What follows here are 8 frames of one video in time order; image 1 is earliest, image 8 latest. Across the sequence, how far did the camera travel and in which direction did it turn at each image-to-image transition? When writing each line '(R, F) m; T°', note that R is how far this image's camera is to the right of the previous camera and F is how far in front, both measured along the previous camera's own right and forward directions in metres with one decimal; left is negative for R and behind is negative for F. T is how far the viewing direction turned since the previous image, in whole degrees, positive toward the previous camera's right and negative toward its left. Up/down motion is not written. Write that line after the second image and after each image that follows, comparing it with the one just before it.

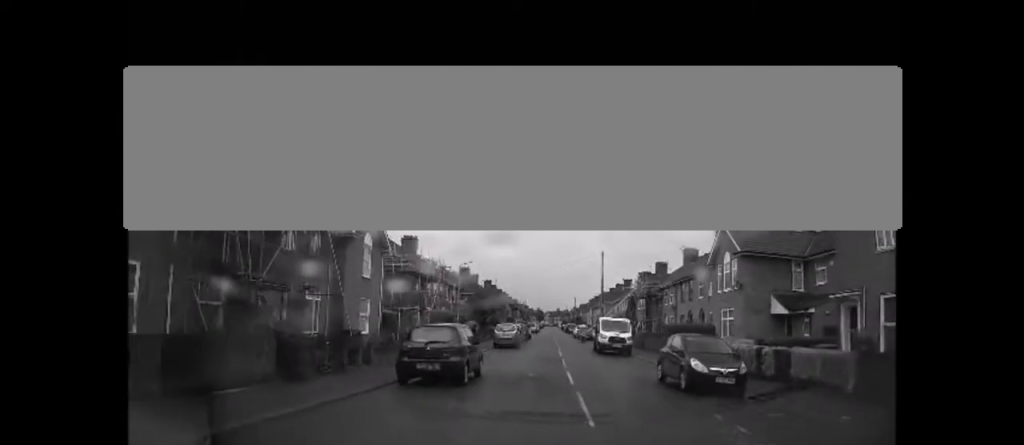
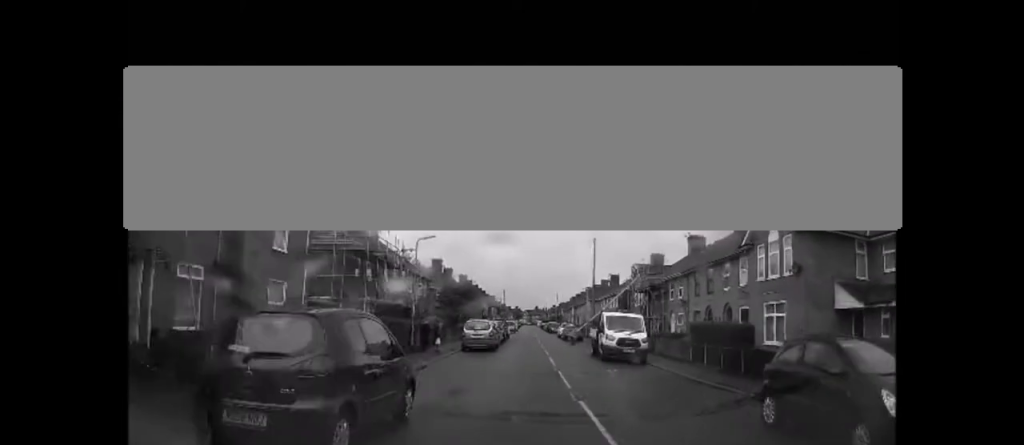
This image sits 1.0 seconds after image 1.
(+0.3, +7.7) m; +3°
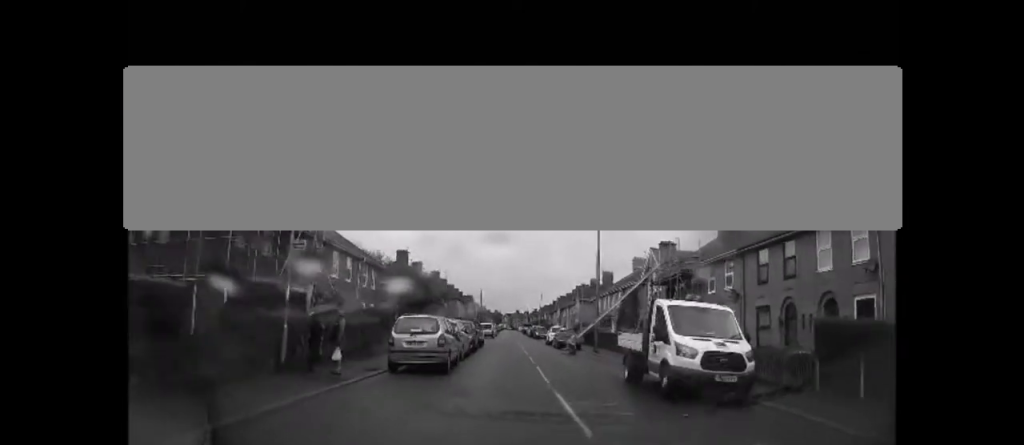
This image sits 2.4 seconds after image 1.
(+0.5, +11.4) m; +1°
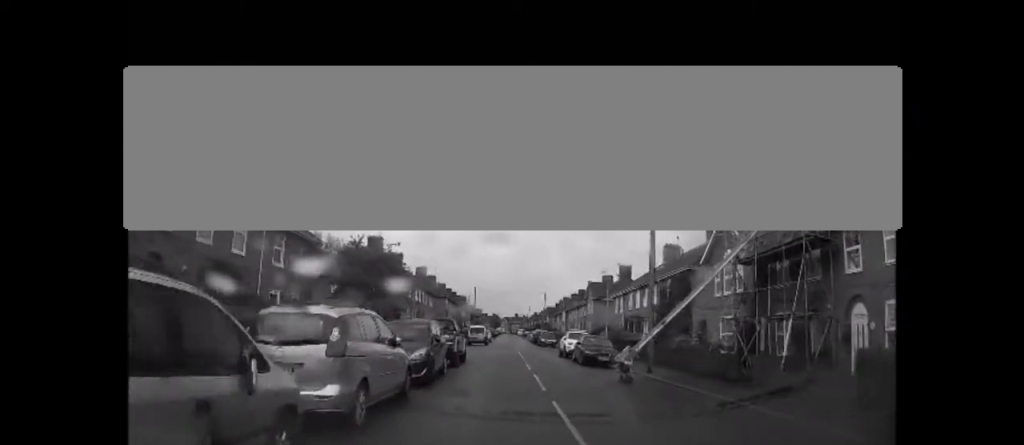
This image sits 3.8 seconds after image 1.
(-0.6, +13.0) m; -1°
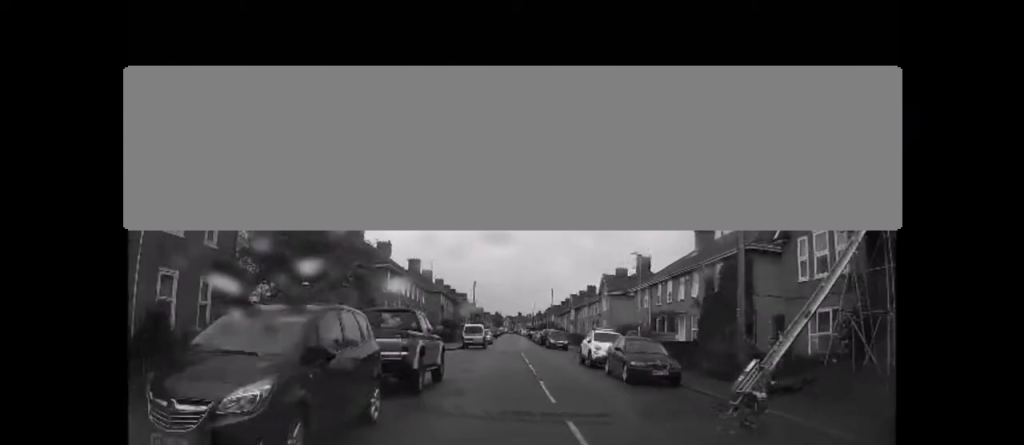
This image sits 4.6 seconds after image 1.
(+0.4, +7.9) m; +3°
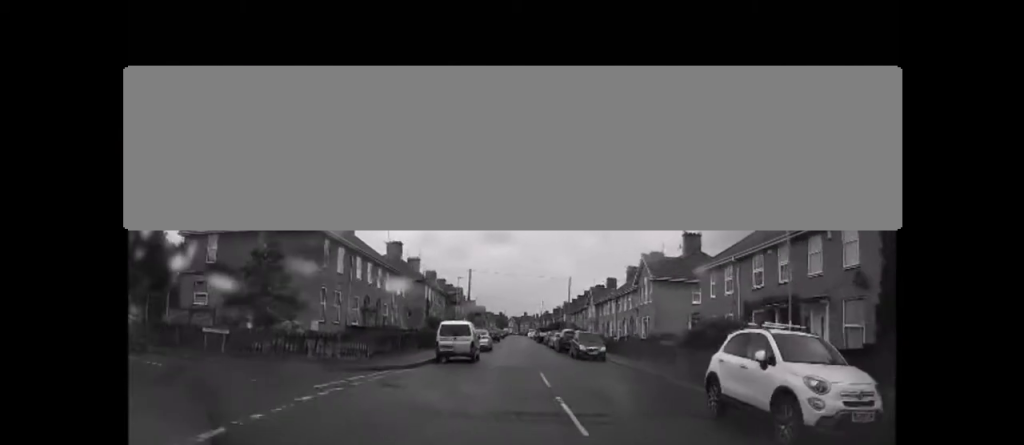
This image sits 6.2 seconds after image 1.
(-0.5, +15.3) m; -2°
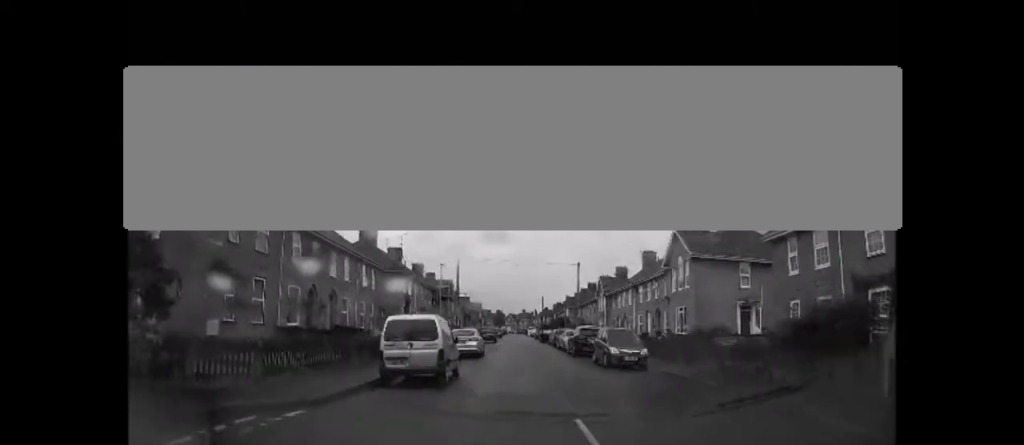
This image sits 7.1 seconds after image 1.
(0.0, +9.0) m; +1°
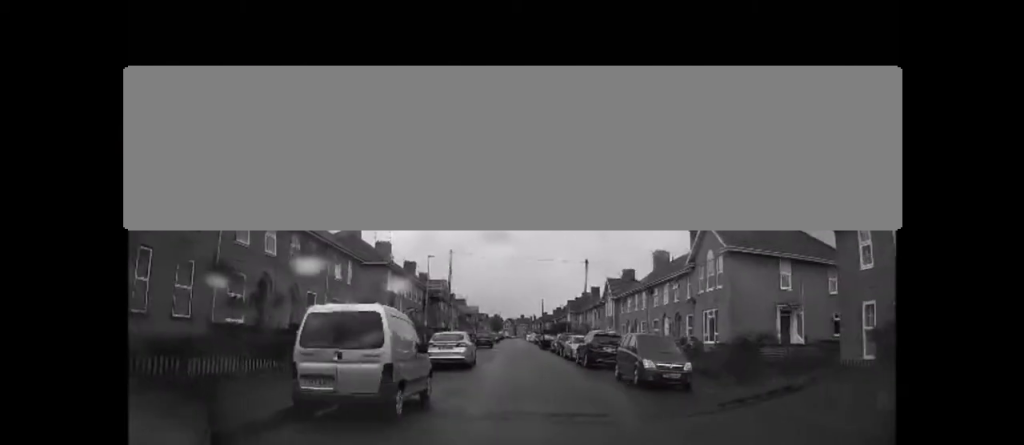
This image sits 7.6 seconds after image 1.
(+0.2, +5.1) m; +1°
